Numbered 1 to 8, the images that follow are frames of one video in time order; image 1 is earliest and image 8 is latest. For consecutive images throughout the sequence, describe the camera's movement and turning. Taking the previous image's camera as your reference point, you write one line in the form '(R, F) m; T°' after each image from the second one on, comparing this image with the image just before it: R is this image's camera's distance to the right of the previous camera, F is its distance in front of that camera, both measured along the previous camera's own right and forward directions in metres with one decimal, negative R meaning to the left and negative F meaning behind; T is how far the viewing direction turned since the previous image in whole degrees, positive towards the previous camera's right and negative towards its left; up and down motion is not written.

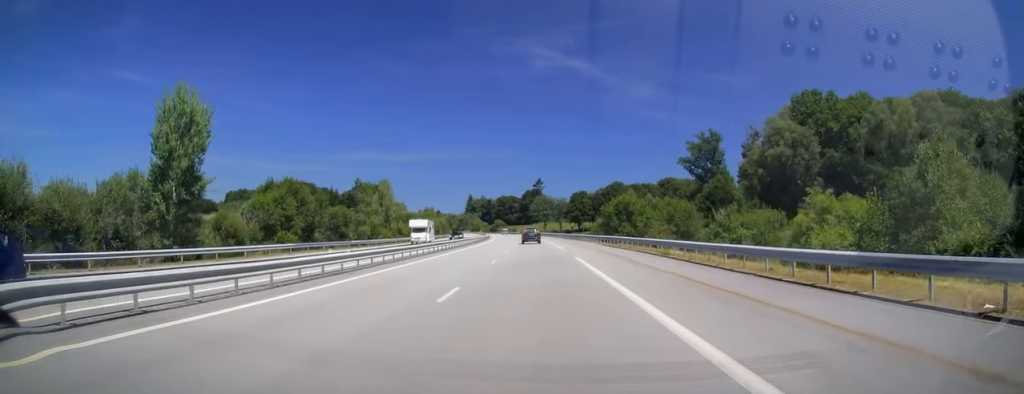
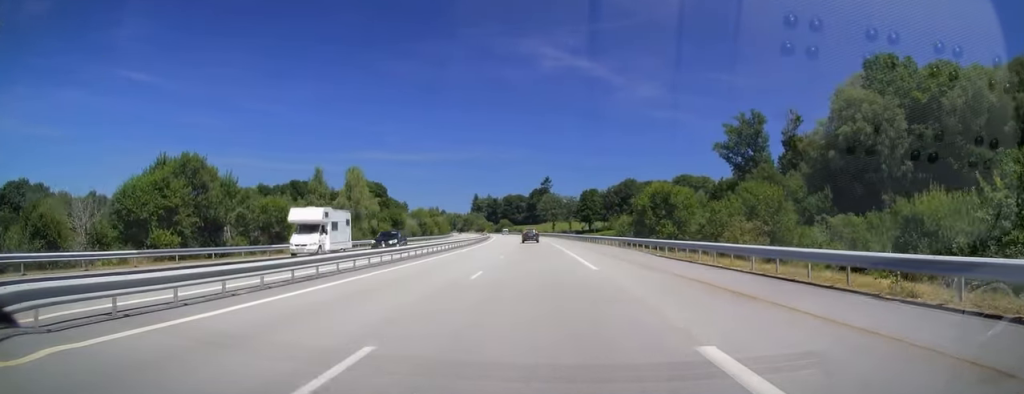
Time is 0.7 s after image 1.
(0.0, +20.7) m; -1°
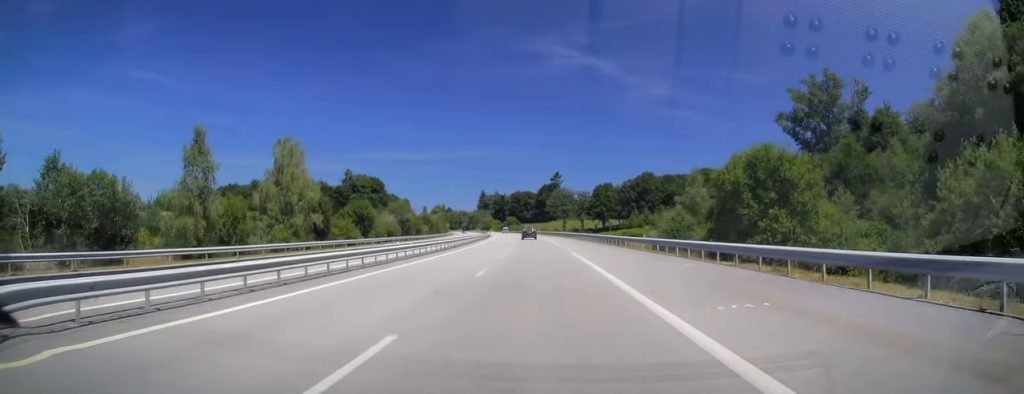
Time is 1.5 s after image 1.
(-0.2, +25.1) m; -2°
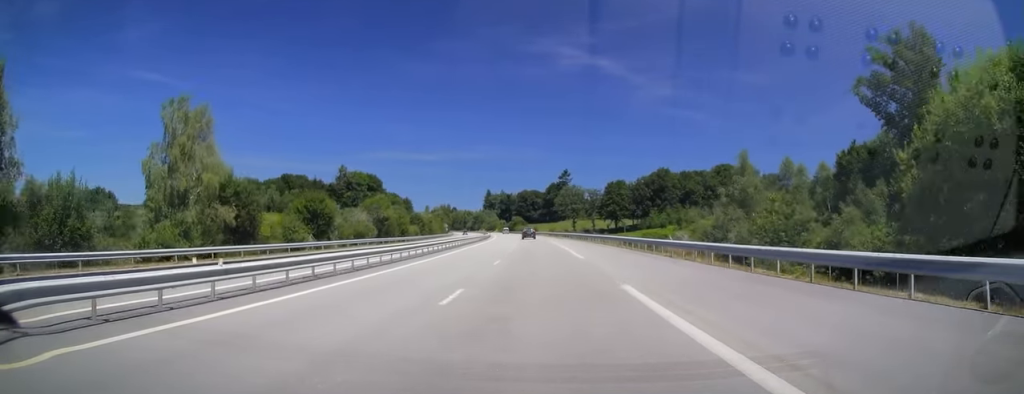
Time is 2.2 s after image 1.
(-0.4, +19.7) m; -1°
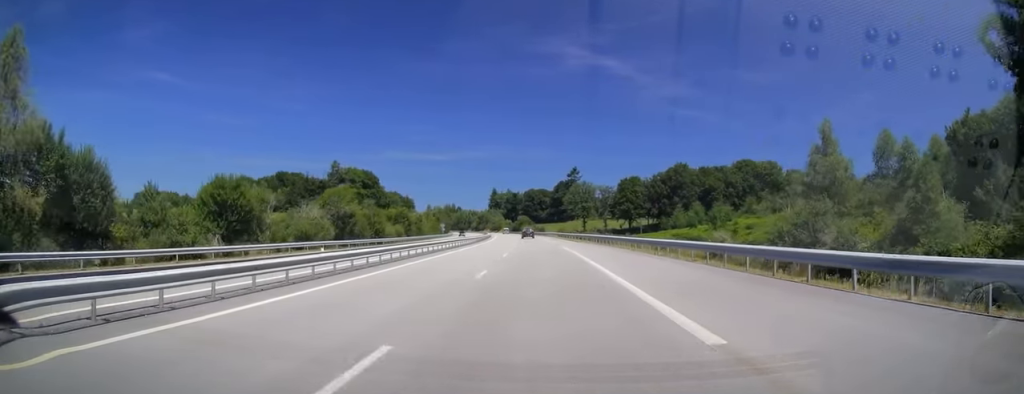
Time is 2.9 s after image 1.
(-0.1, +20.2) m; 0°
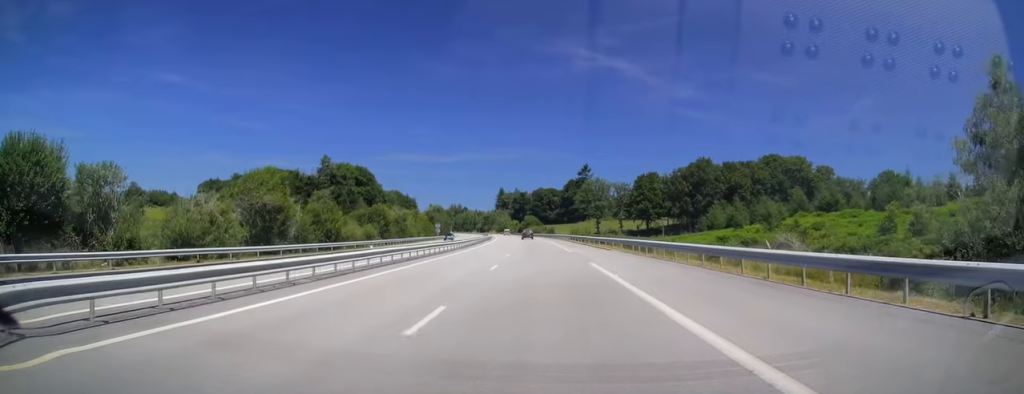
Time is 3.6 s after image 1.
(0.0, +22.1) m; 0°
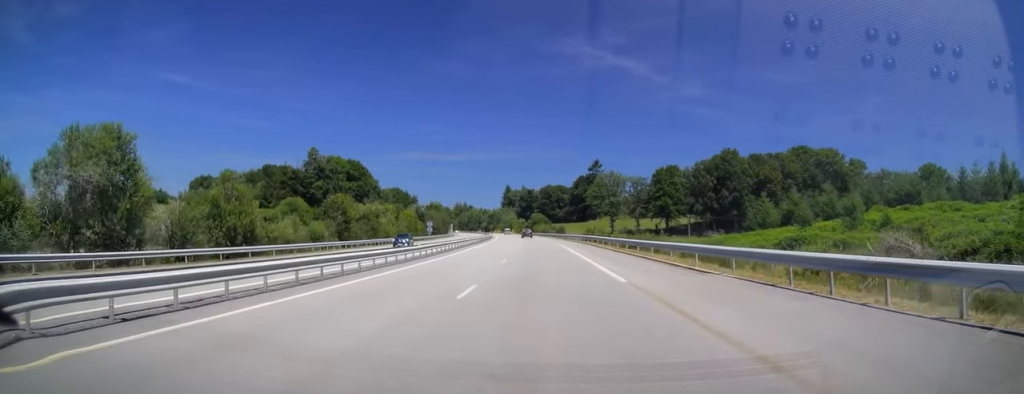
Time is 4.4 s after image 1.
(0.0, +21.6) m; 0°
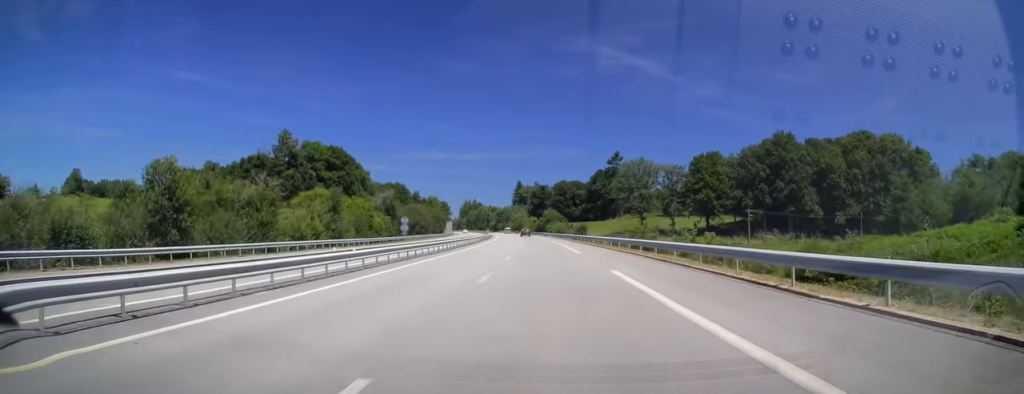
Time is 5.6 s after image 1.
(-0.5, +35.8) m; -2°
